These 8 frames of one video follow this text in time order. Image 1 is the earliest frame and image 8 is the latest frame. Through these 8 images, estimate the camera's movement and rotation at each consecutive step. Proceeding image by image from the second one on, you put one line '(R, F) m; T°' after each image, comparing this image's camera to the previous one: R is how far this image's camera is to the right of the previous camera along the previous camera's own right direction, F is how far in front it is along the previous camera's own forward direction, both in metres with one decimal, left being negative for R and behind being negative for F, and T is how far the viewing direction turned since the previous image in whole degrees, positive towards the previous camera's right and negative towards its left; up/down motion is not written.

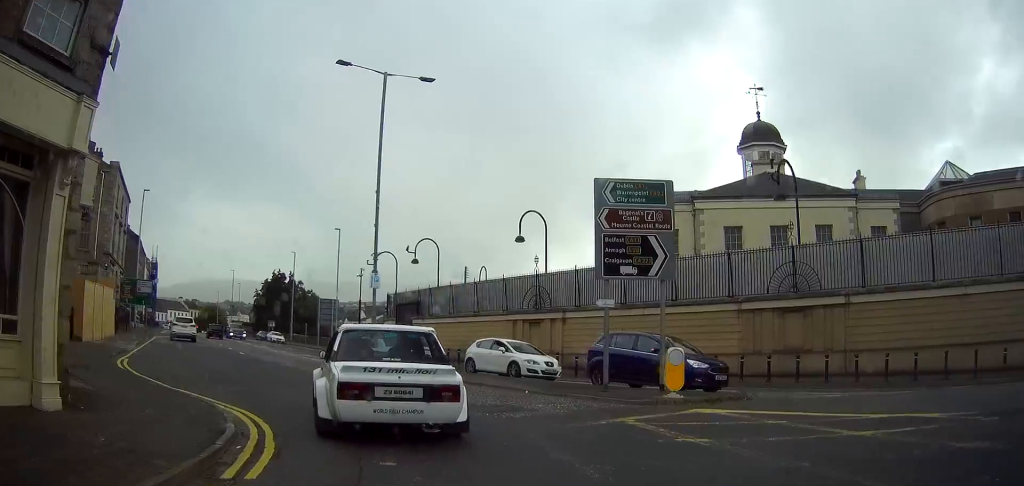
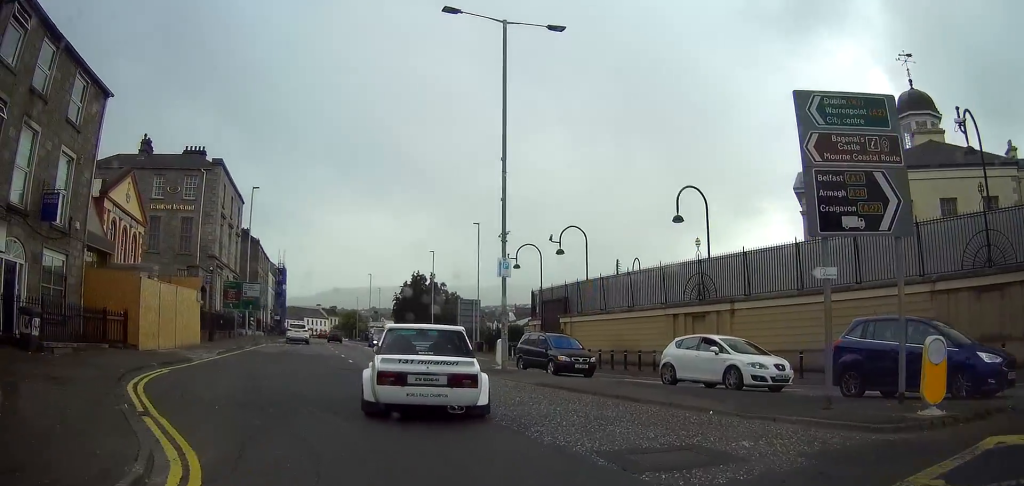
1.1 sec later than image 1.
(+0.4, +6.3) m; +2°
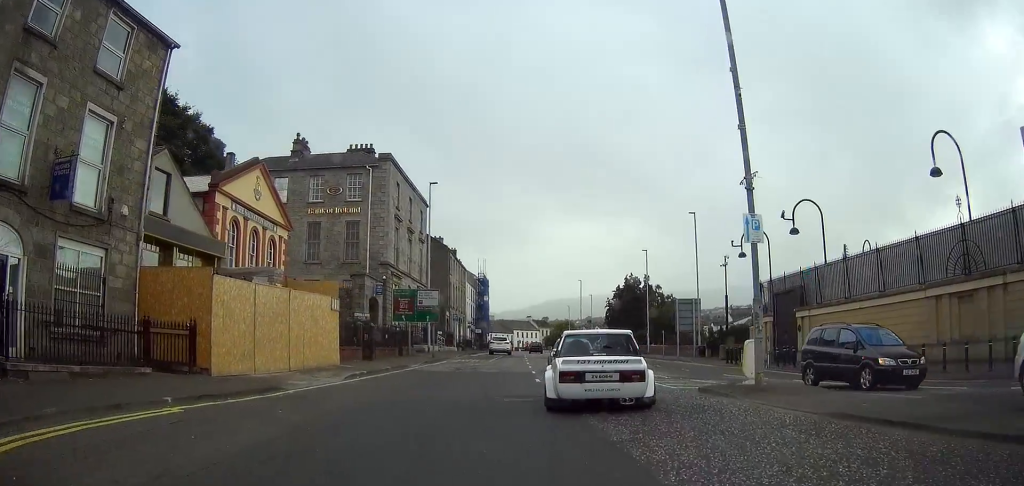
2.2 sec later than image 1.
(-0.4, +8.2) m; -10°
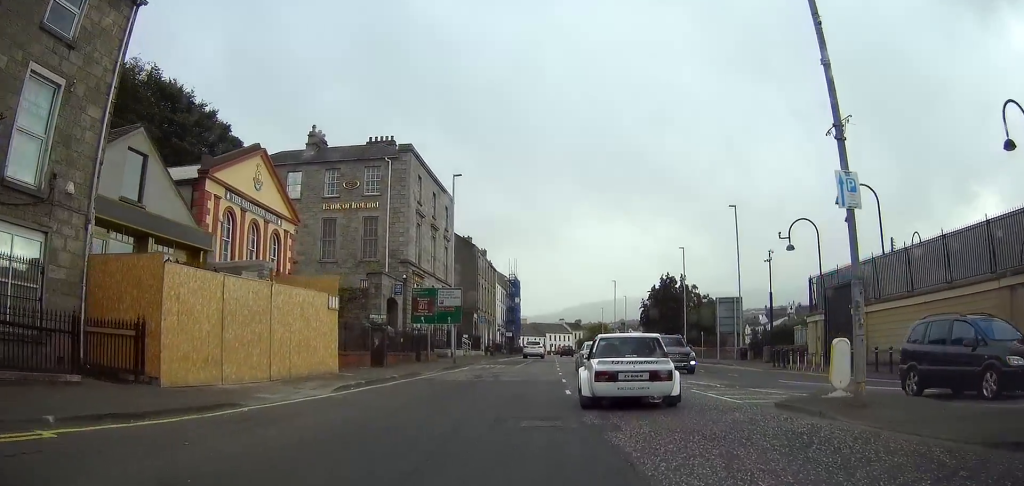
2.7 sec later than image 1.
(-0.1, +3.9) m; -5°
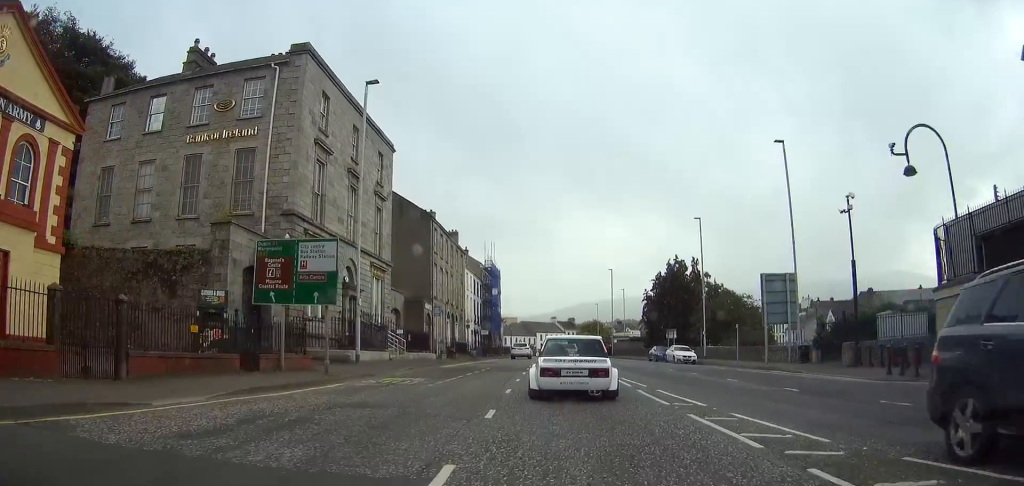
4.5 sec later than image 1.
(-1.6, +17.9) m; -9°
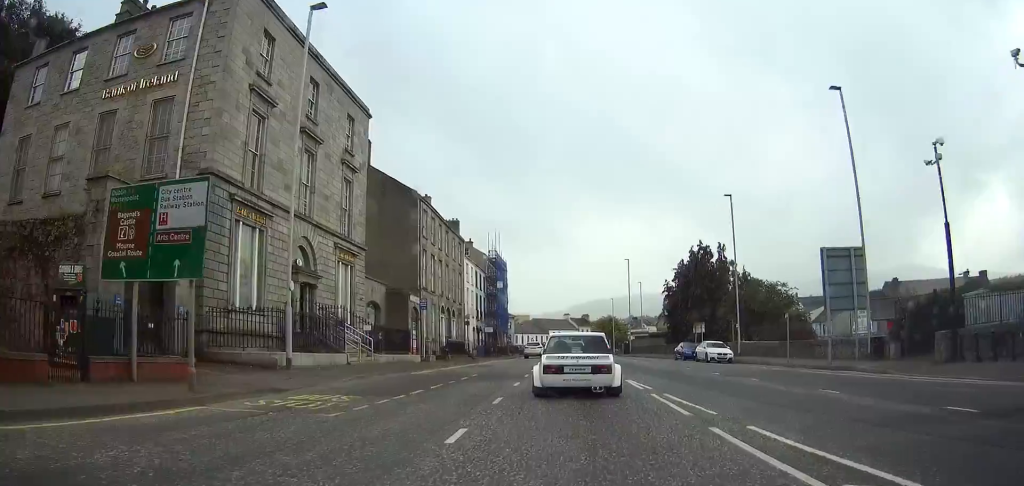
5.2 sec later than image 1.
(-0.2, +8.1) m; -2°
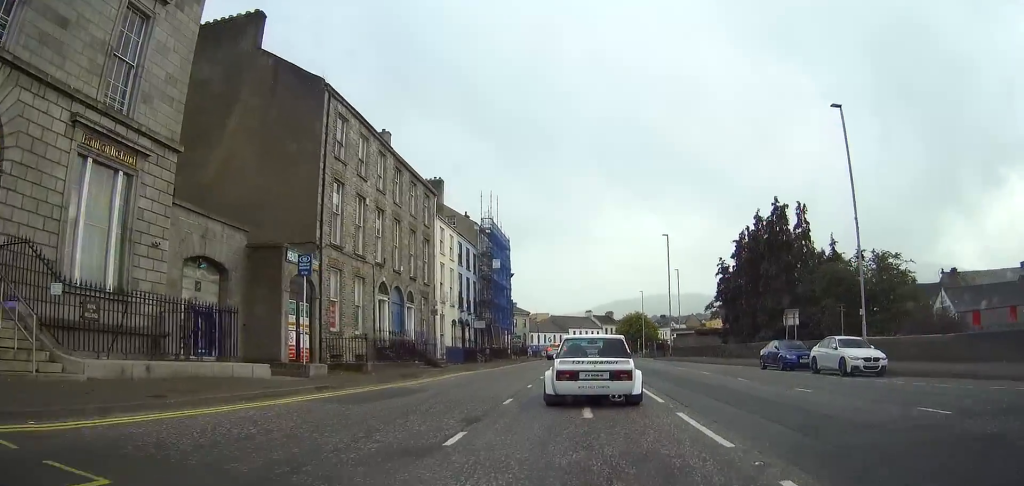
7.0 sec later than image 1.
(-0.6, +20.5) m; -2°
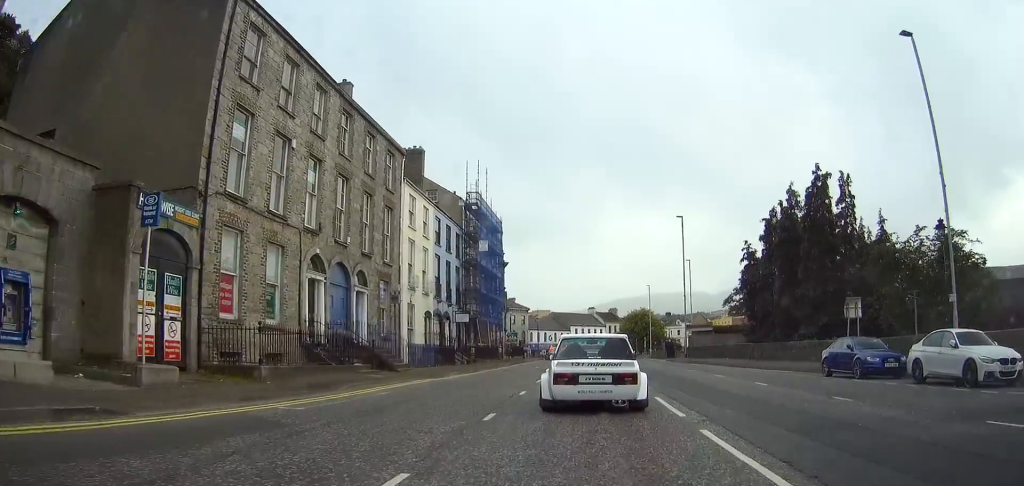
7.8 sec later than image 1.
(0.0, +8.4) m; 0°
